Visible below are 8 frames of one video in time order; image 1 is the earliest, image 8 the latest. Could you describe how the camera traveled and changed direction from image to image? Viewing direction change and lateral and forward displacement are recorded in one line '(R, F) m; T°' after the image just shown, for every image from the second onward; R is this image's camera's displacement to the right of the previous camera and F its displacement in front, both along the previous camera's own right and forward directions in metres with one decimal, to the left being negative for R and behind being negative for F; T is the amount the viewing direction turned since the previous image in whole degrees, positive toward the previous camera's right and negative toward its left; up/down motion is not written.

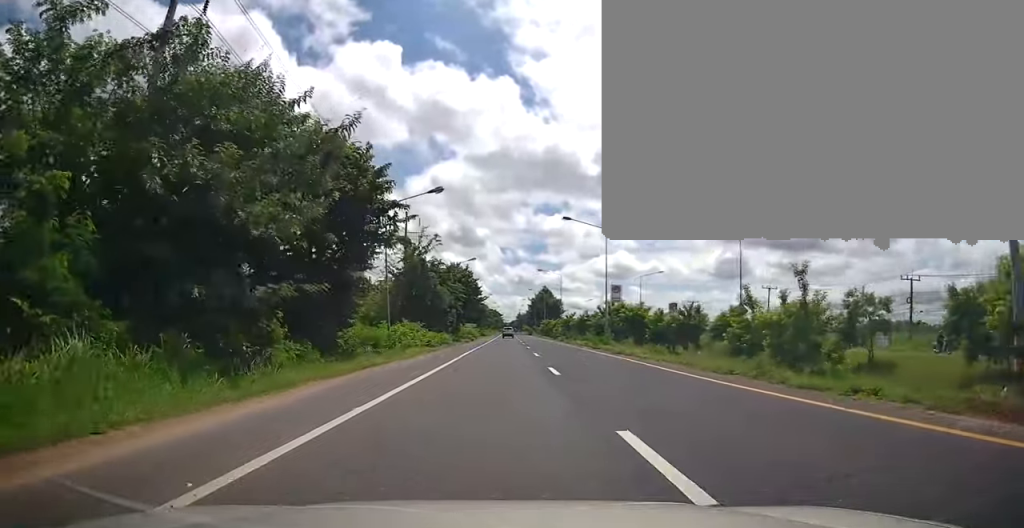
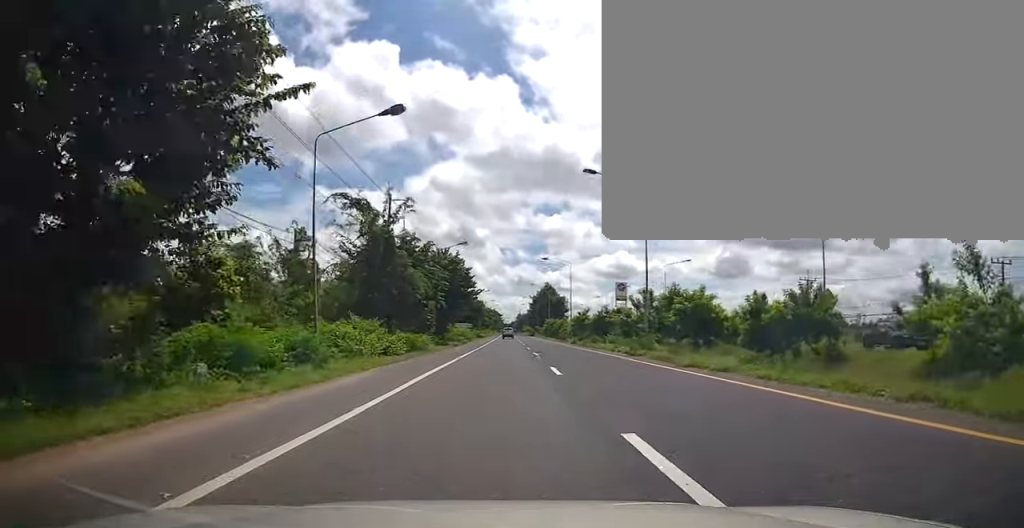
(0.0, +12.2) m; 0°
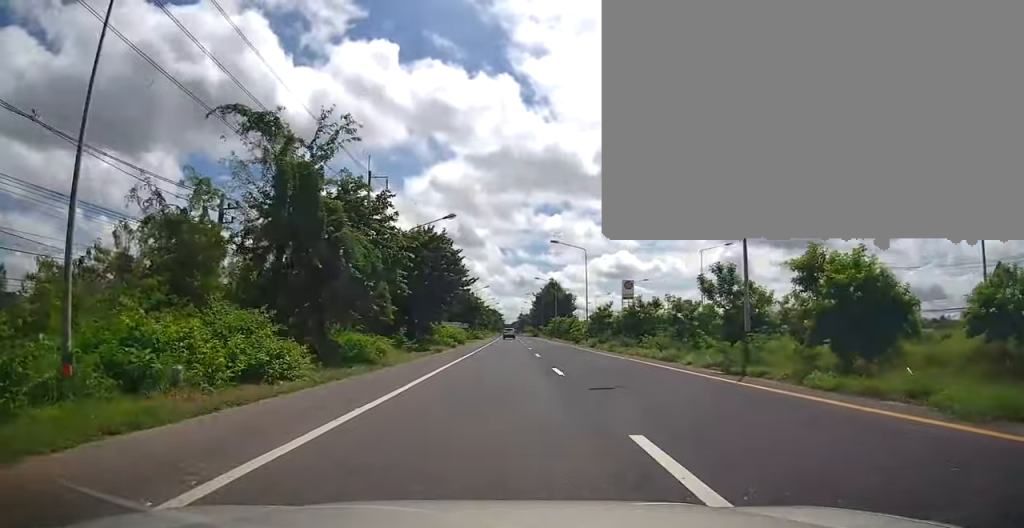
(-0.2, +12.2) m; -1°
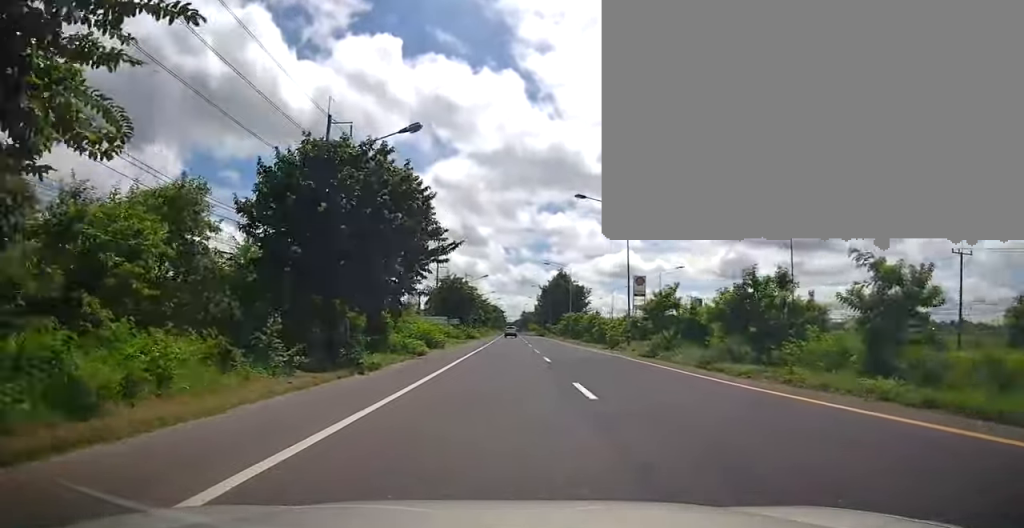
(+0.1, +17.1) m; +1°
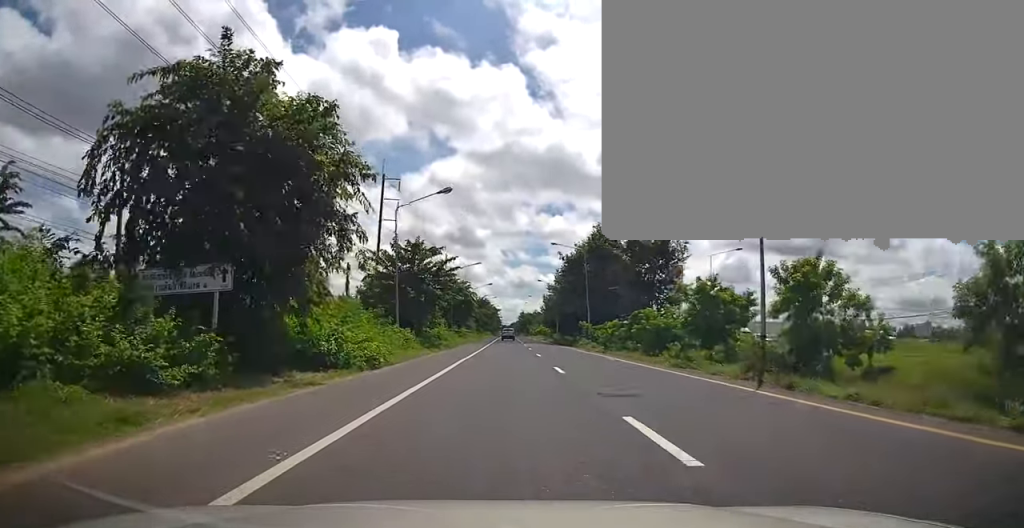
(+0.2, +53.2) m; 0°
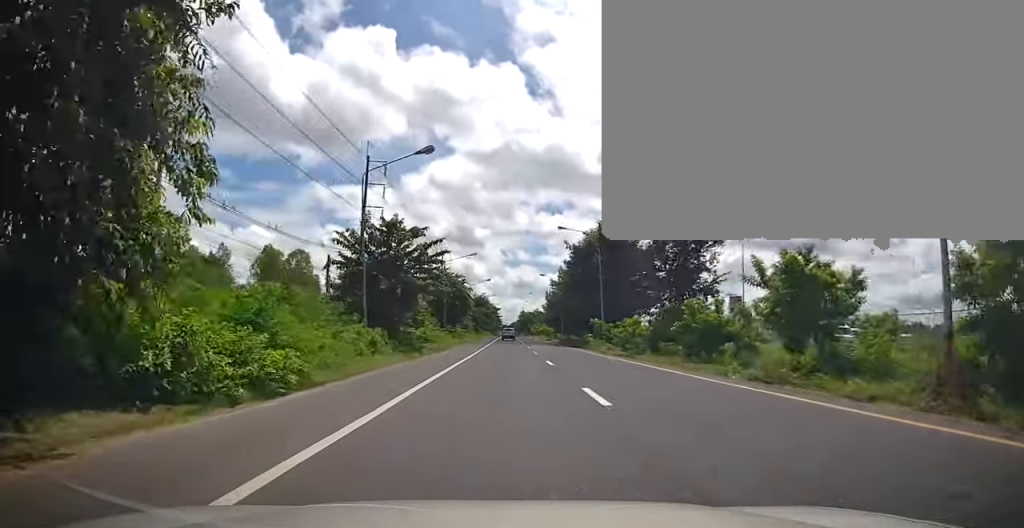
(0.0, +7.6) m; 0°
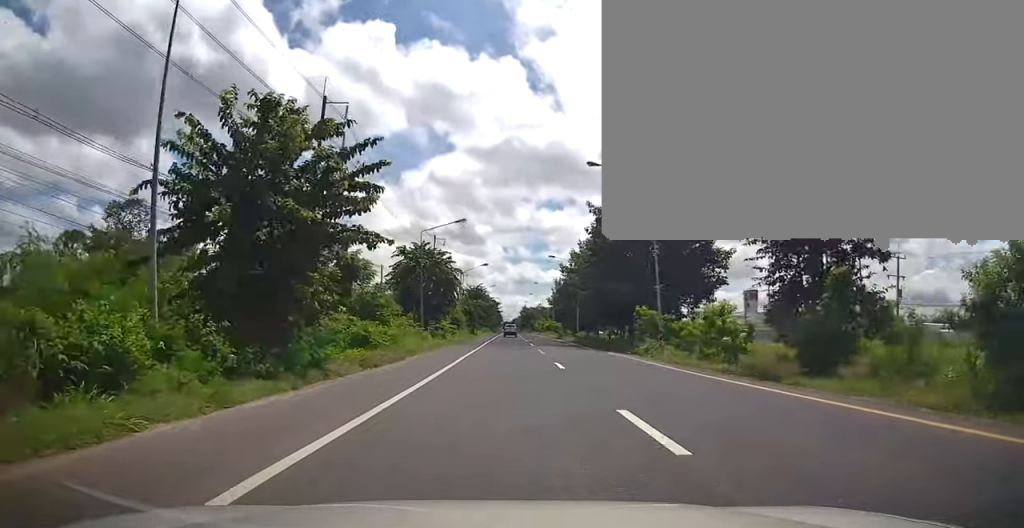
(0.0, +16.1) m; -1°
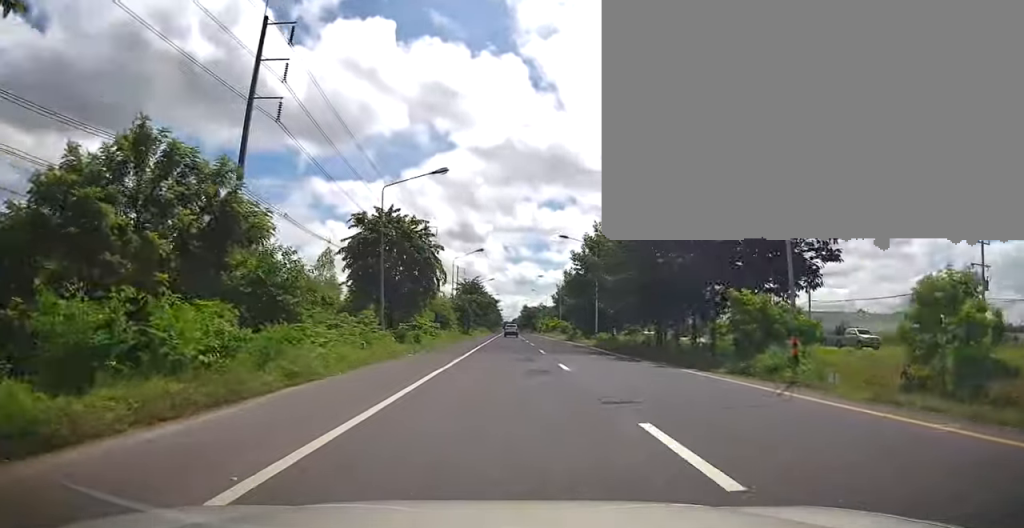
(-0.2, +13.4) m; +1°
